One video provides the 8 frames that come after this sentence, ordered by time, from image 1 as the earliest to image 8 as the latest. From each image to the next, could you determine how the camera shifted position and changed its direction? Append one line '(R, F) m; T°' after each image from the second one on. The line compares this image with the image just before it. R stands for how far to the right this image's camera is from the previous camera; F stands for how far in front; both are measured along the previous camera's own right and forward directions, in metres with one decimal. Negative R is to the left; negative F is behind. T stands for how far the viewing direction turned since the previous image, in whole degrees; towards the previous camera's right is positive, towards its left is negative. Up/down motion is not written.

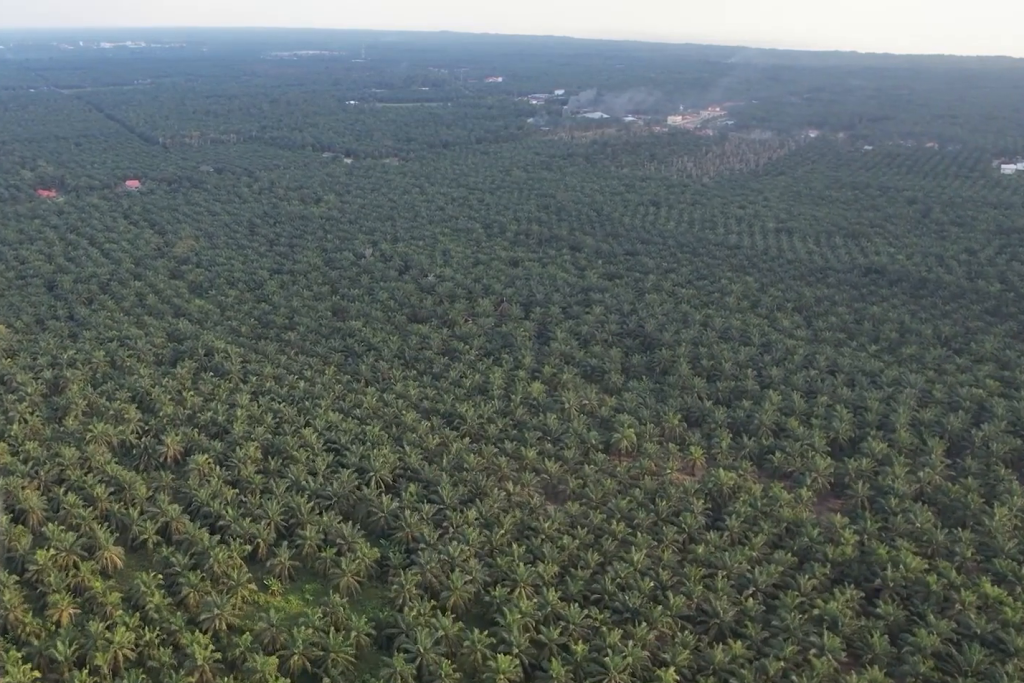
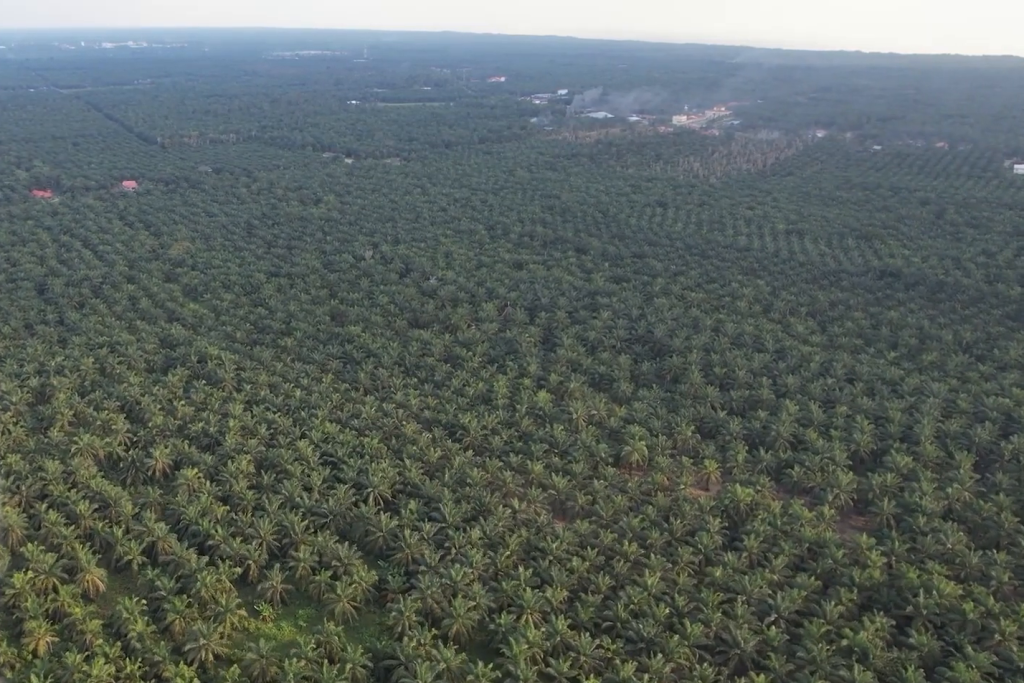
(0.0, +13.1) m; 0°
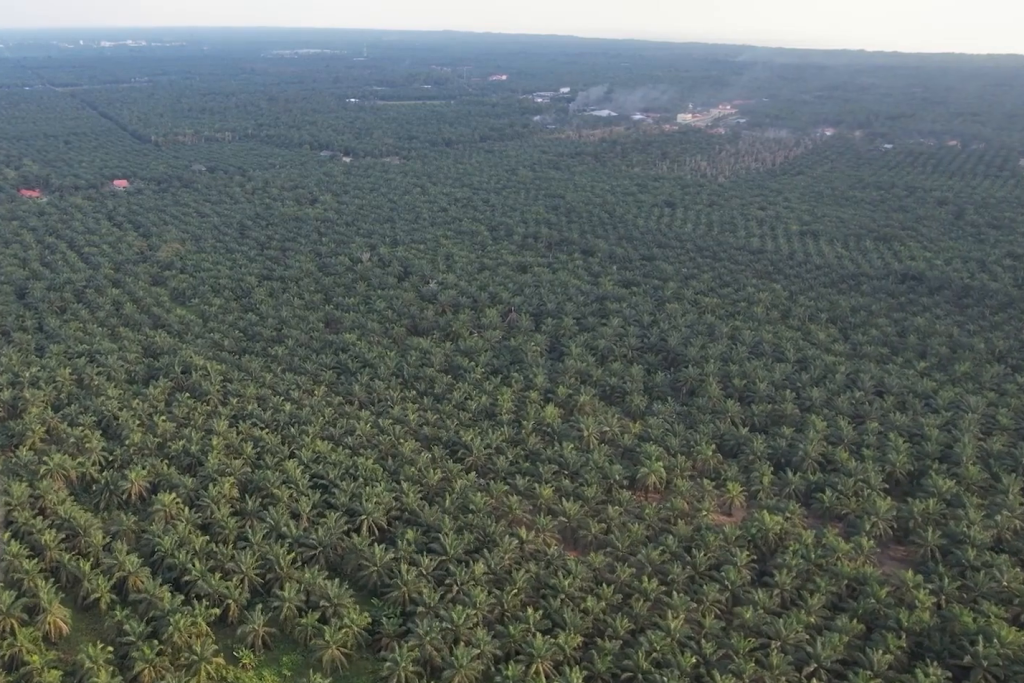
(-0.1, +21.2) m; 0°
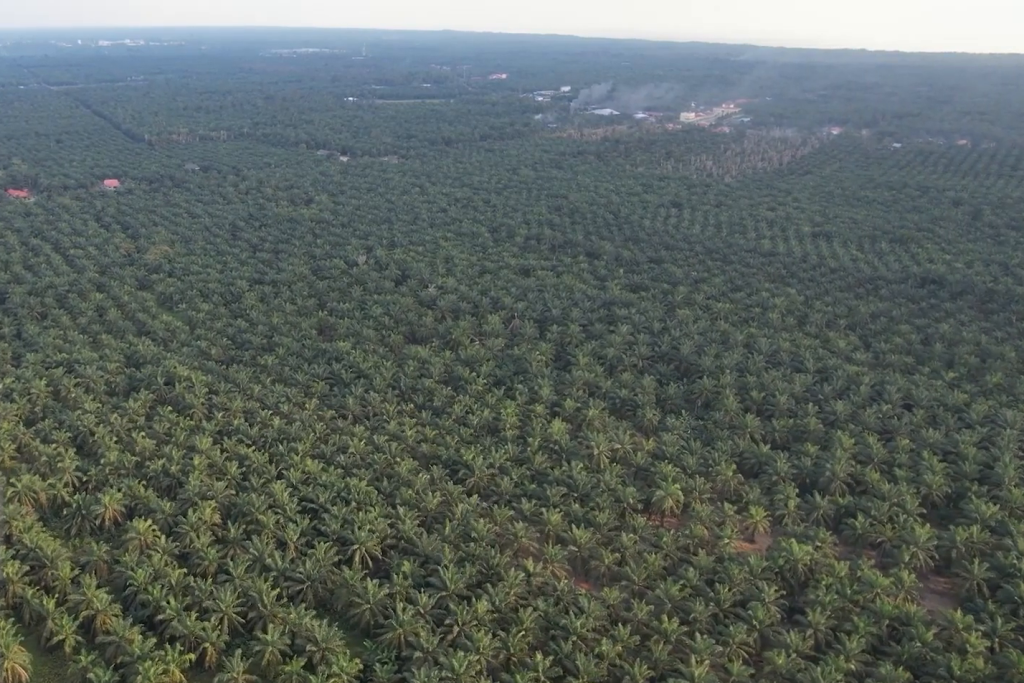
(+0.1, +18.6) m; 0°
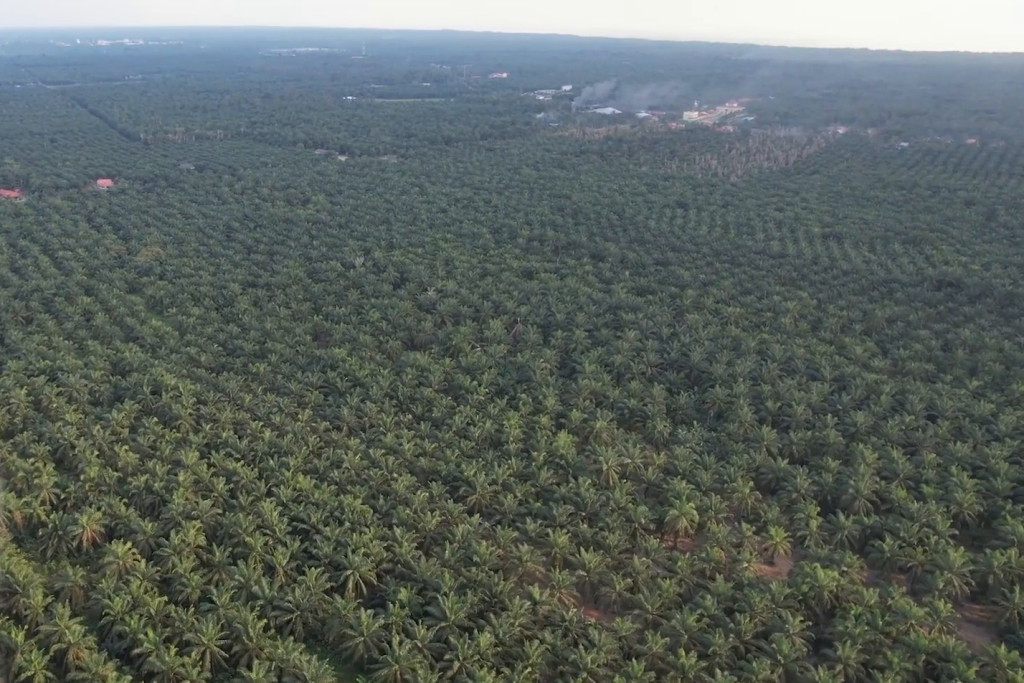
(0.0, +13.5) m; 0°
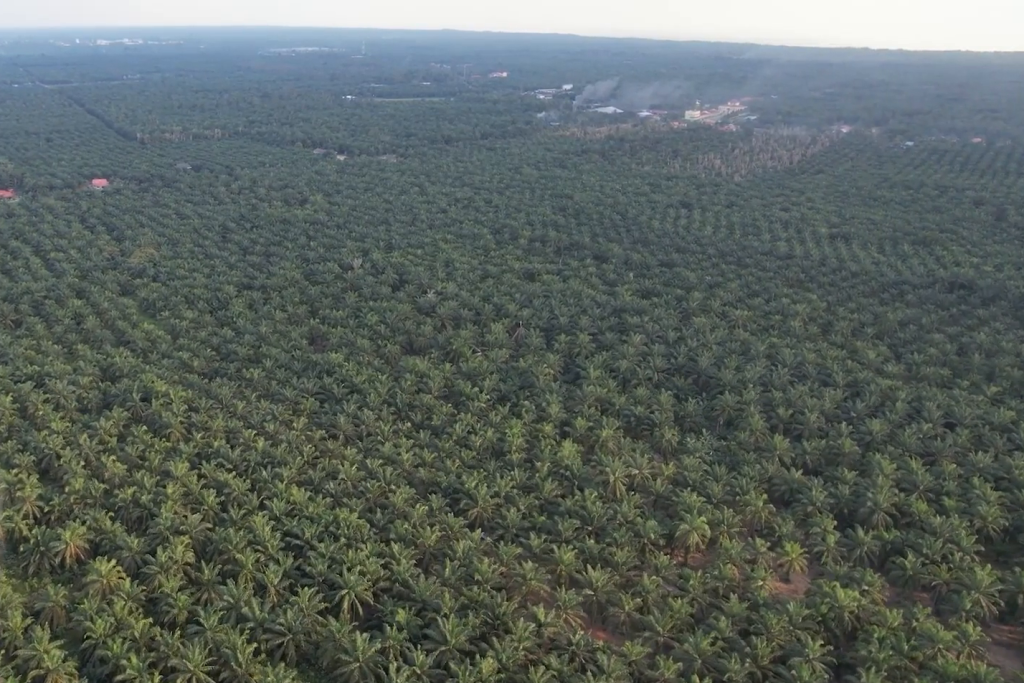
(0.0, +9.5) m; 0°
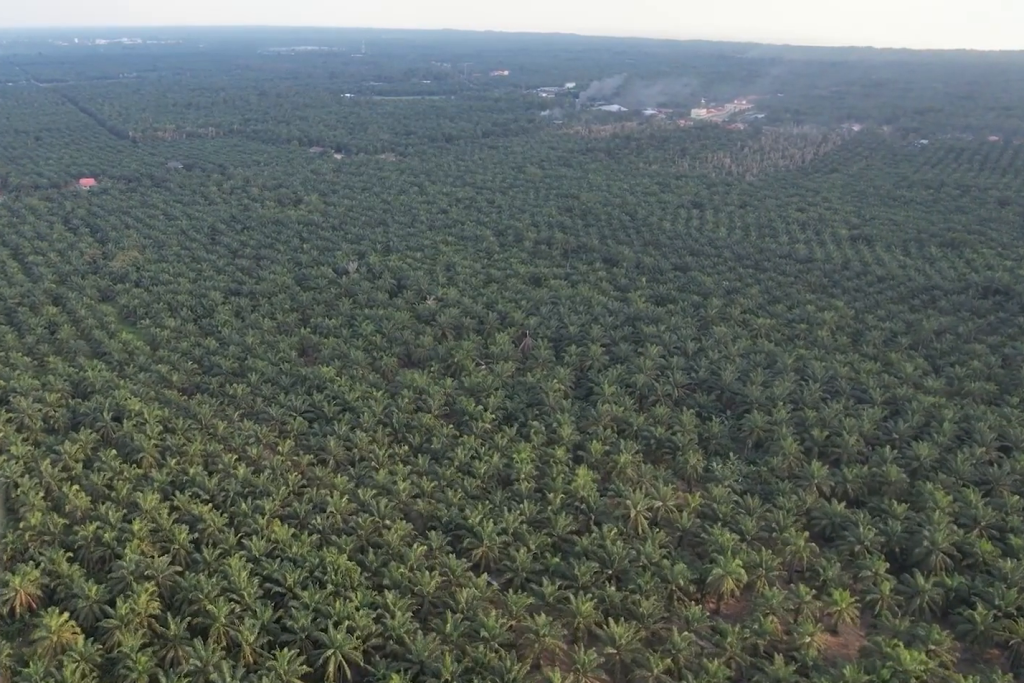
(0.0, +24.4) m; 0°
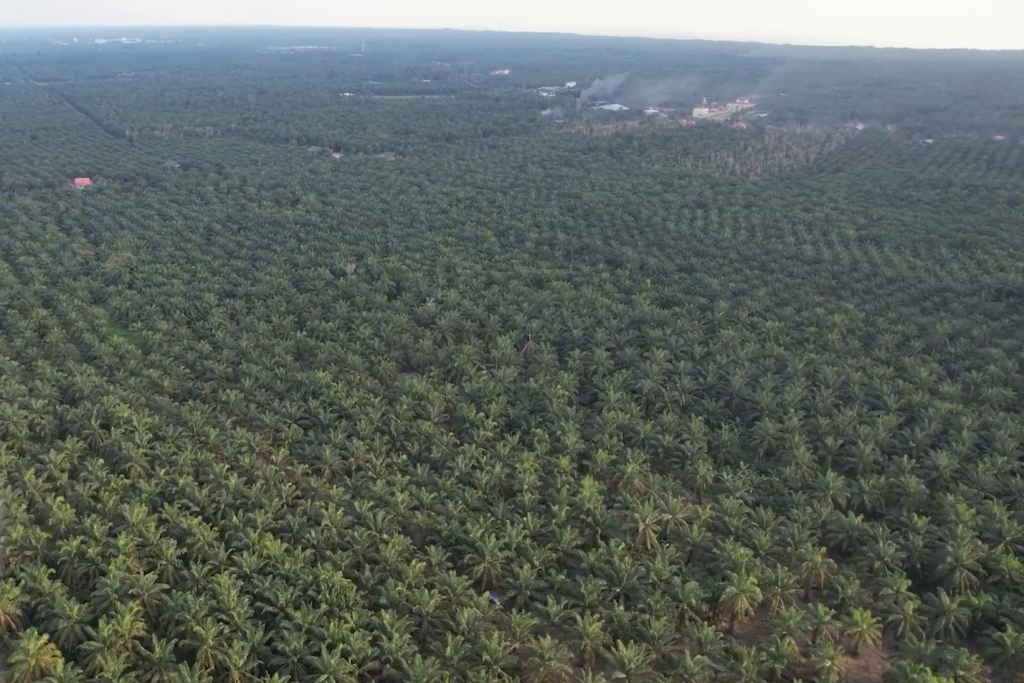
(0.0, +8.4) m; 0°
